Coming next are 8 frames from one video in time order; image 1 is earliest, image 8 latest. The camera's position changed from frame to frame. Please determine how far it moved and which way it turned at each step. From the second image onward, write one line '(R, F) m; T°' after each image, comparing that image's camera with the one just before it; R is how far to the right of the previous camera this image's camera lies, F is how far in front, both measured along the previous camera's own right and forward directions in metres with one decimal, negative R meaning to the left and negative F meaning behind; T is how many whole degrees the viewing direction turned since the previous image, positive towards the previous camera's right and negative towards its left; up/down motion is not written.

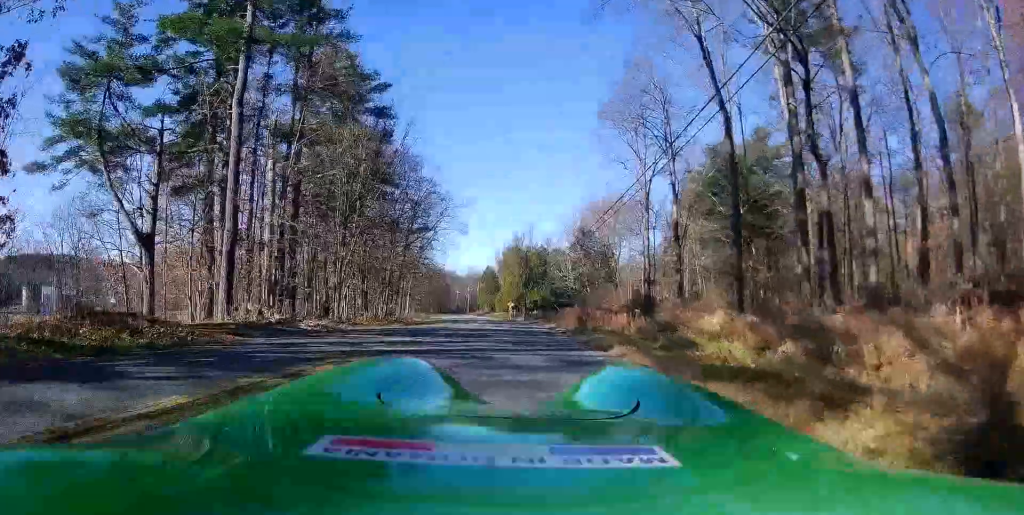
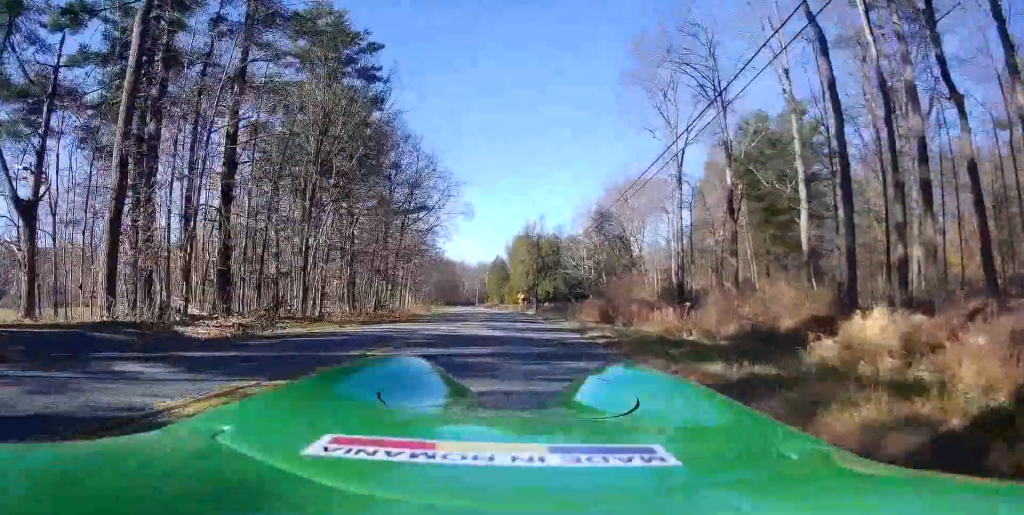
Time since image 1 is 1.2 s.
(-0.9, +10.3) m; -6°
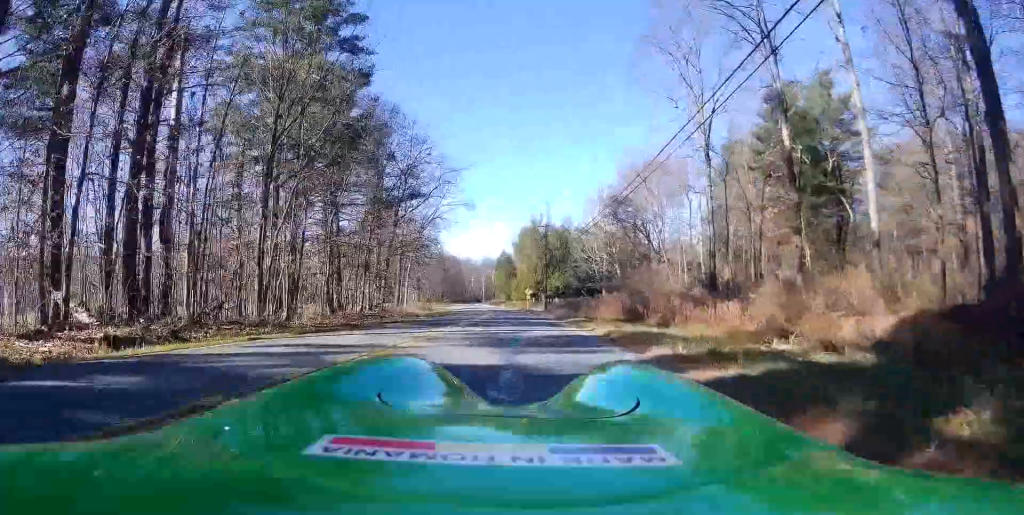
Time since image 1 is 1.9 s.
(0.0, +6.5) m; +3°
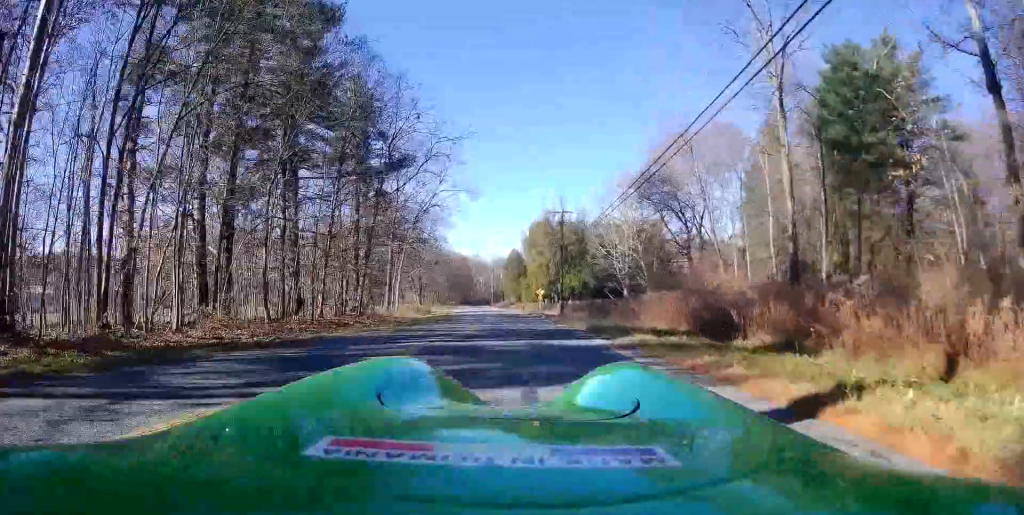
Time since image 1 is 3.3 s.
(+1.6, +13.7) m; -1°
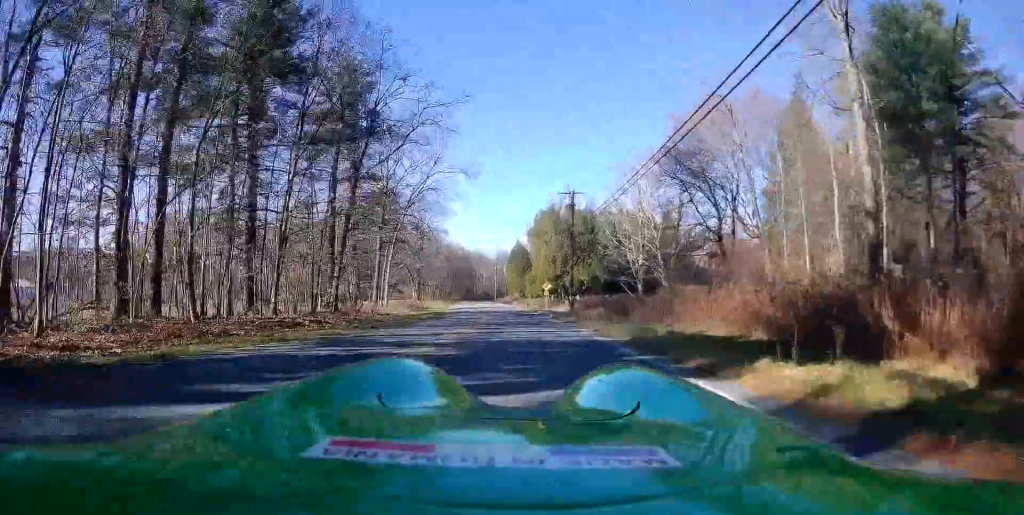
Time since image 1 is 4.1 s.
(-1.3, +7.5) m; -4°
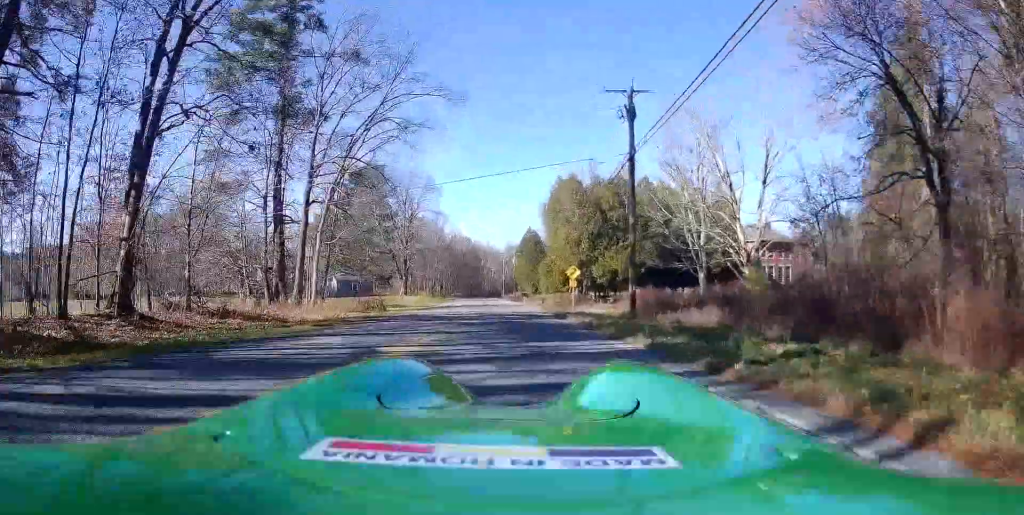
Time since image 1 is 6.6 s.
(+1.0, +25.9) m; -4°
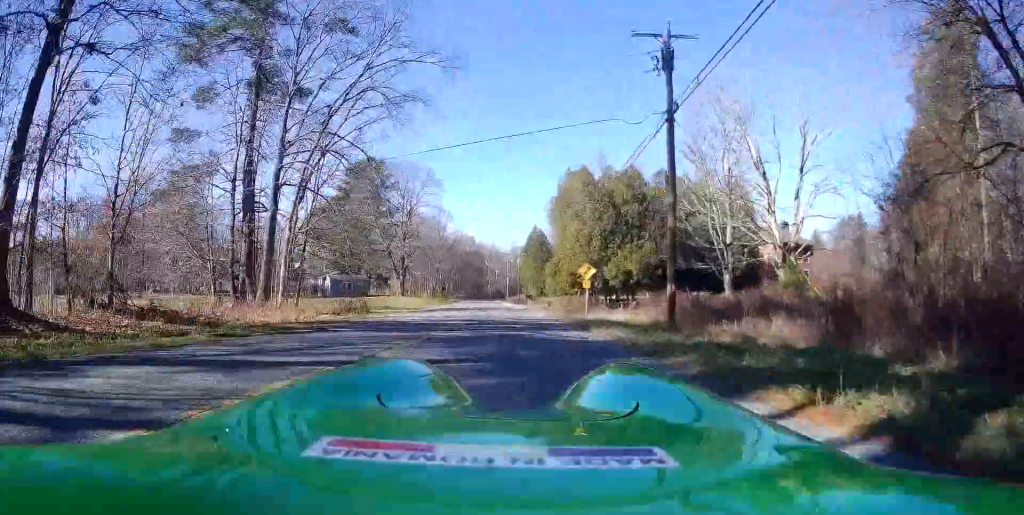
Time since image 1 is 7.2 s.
(-1.2, +7.0) m; +3°
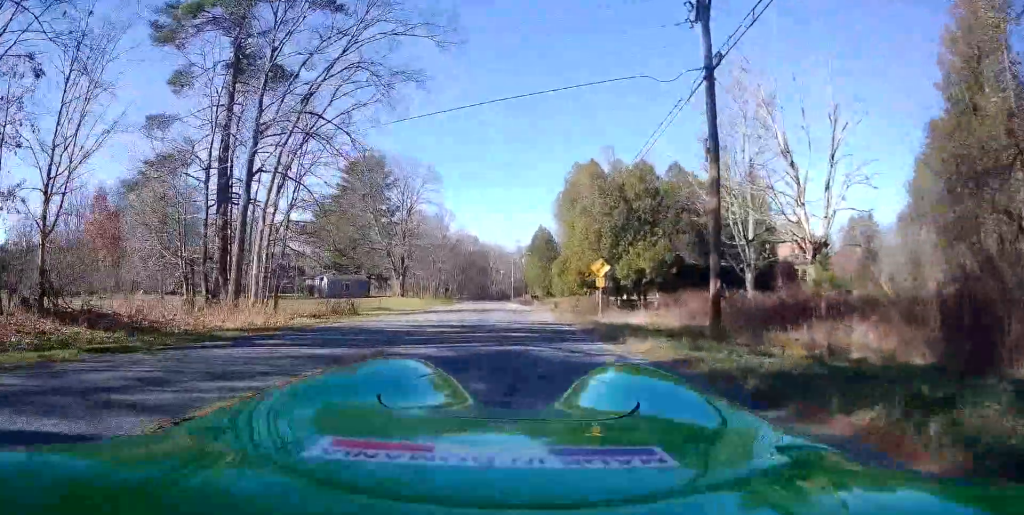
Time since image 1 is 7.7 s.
(+0.2, +4.2) m; +3°
